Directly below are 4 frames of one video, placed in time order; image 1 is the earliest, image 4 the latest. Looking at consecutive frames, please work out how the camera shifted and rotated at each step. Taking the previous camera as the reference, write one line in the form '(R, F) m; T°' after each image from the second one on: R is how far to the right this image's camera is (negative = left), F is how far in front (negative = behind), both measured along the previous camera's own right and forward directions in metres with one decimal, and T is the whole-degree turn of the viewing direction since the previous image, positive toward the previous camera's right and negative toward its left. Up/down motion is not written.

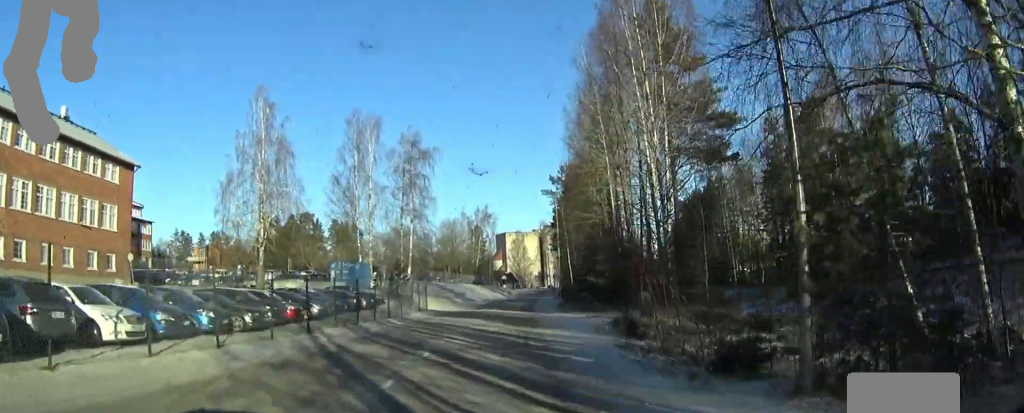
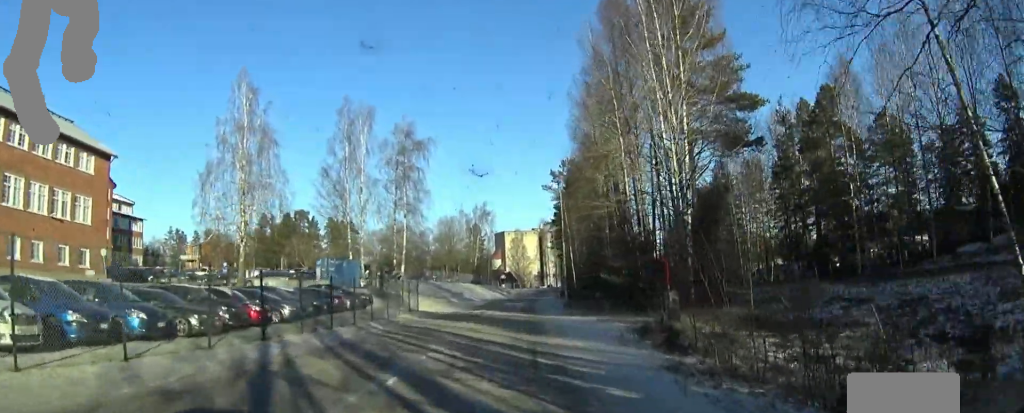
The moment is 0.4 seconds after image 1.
(-0.3, +4.2) m; -2°
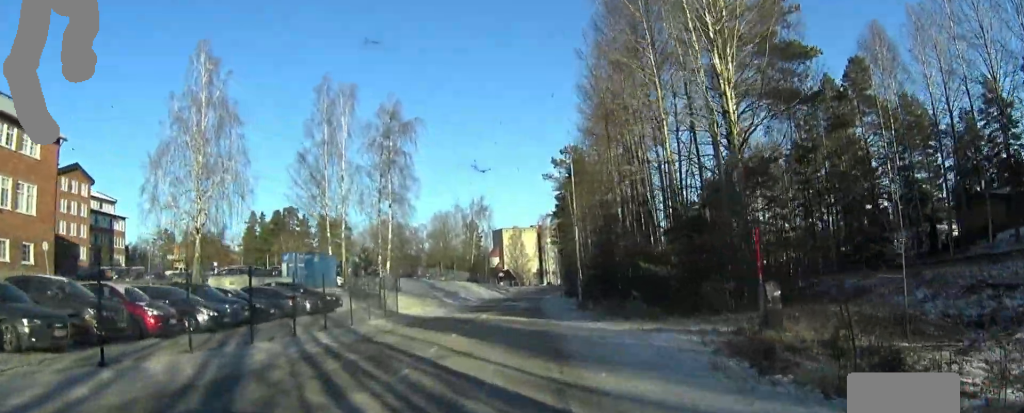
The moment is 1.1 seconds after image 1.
(-0.3, +7.8) m; -2°
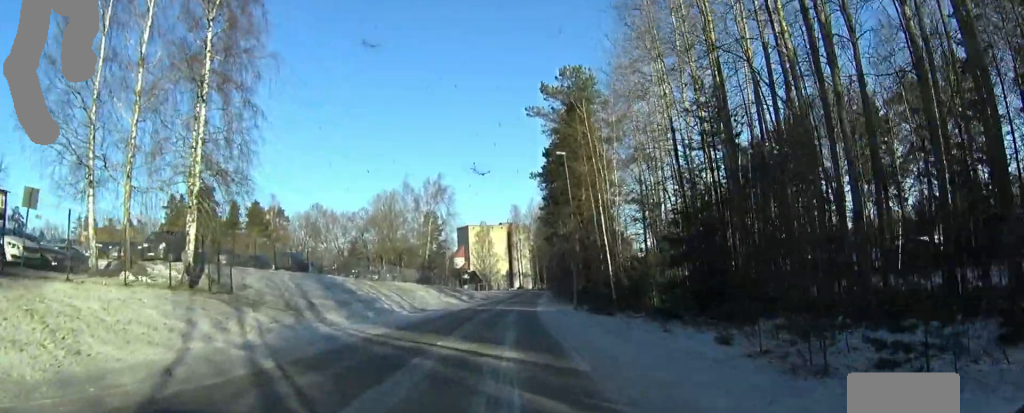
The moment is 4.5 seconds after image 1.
(+1.7, +34.7) m; +4°
